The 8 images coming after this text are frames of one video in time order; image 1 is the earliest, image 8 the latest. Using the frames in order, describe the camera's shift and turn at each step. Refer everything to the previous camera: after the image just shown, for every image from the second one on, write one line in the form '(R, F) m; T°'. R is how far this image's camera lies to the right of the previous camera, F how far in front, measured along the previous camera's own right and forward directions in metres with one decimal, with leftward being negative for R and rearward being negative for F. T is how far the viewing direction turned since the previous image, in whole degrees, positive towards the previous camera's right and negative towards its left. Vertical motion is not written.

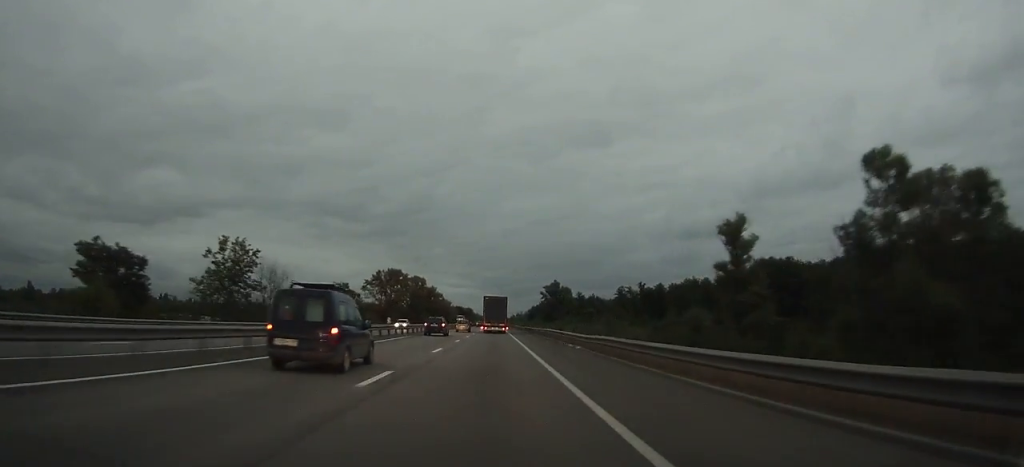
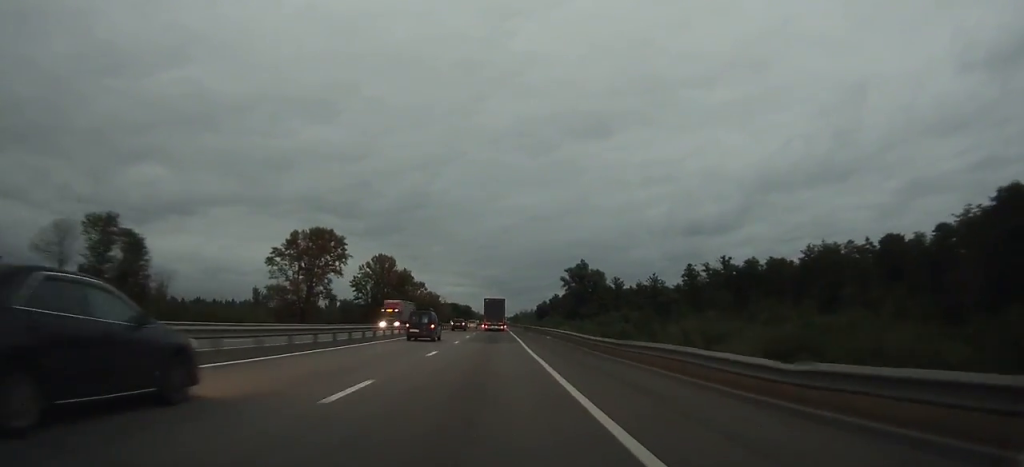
(+0.2, +74.3) m; 0°
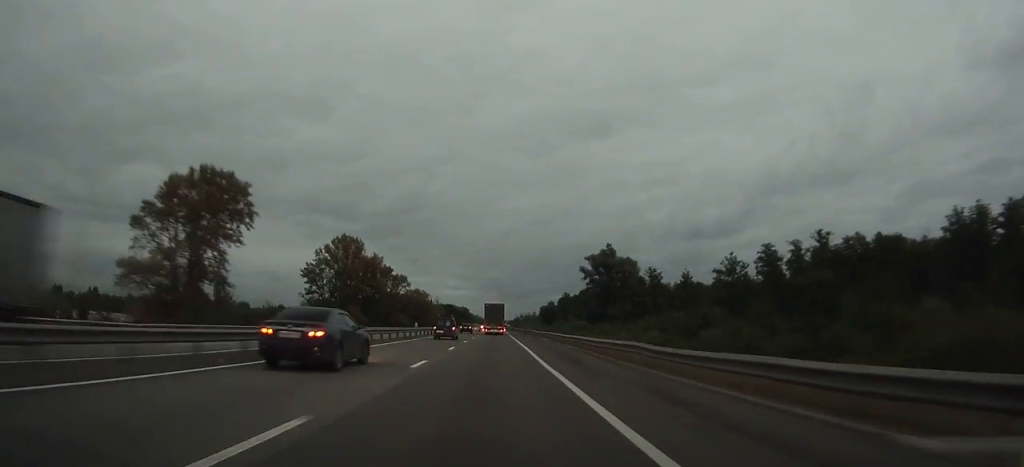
(0.0, +39.6) m; 0°
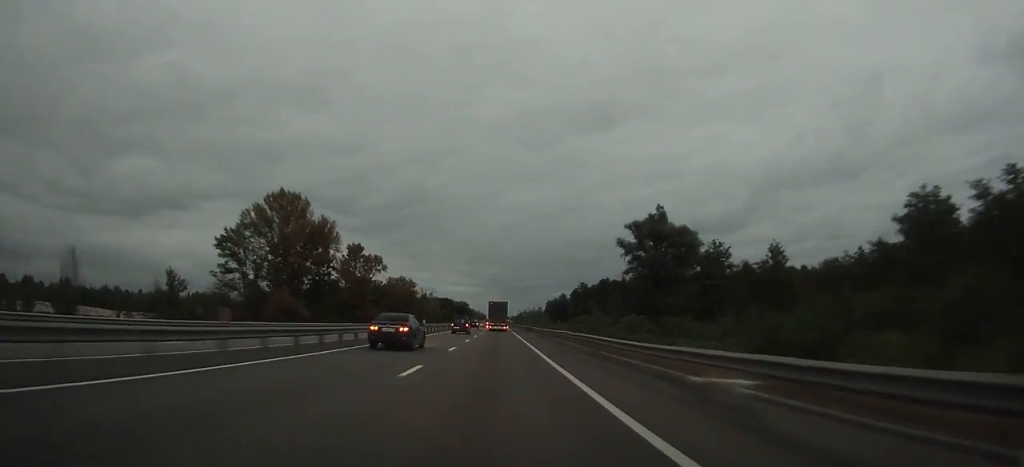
(-0.1, +38.6) m; 0°
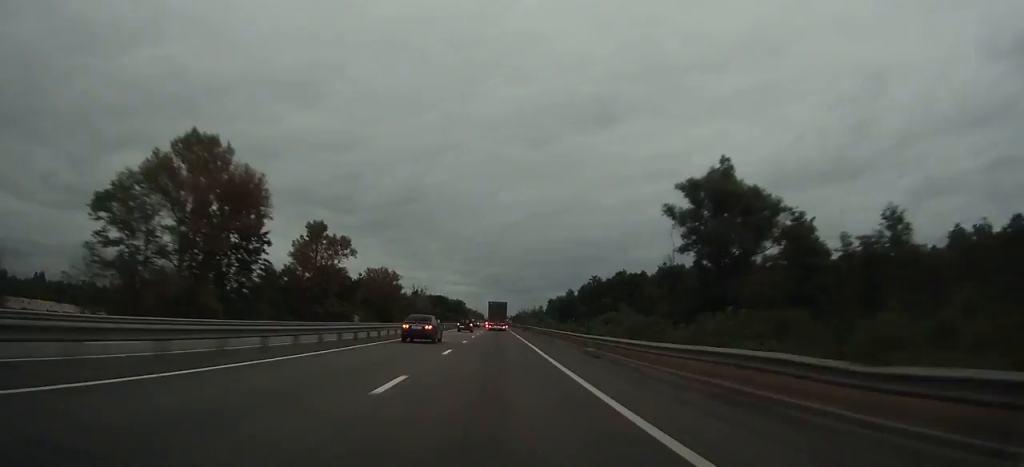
(0.0, +26.9) m; 0°
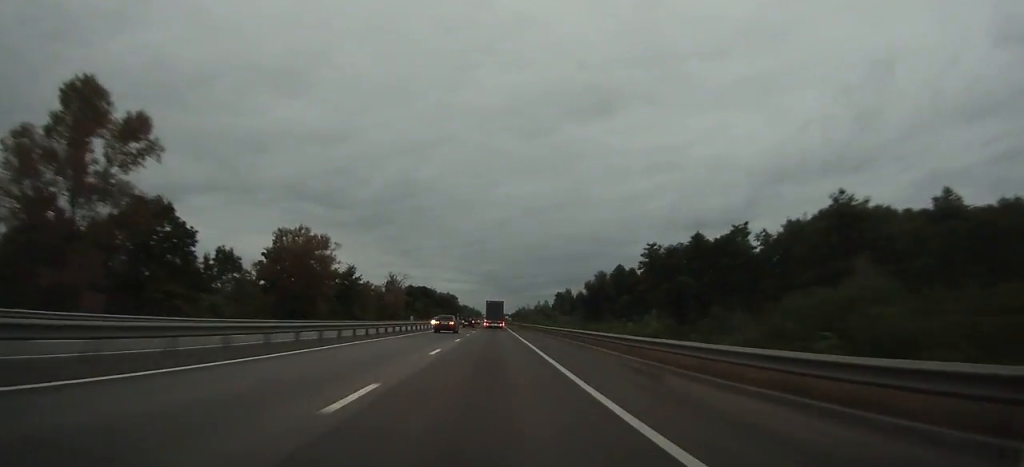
(+0.1, +62.1) m; 0°
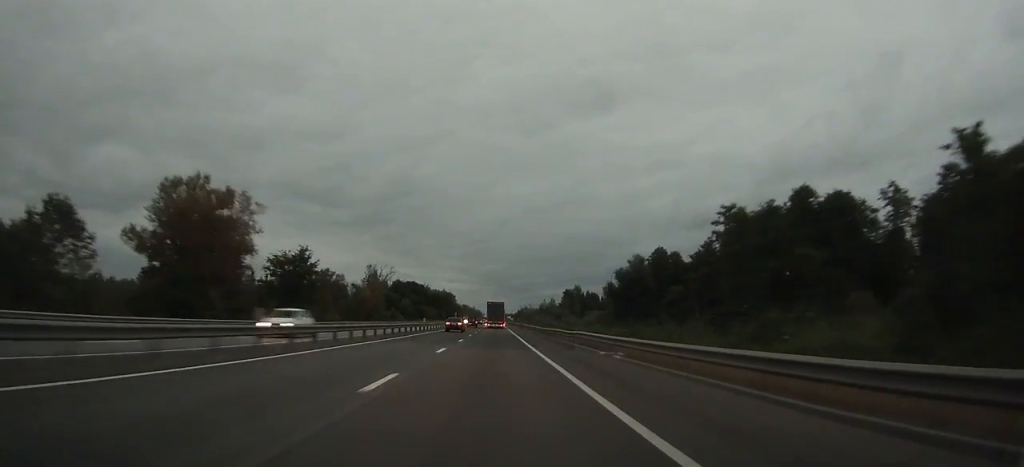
(+0.1, +33.6) m; 0°
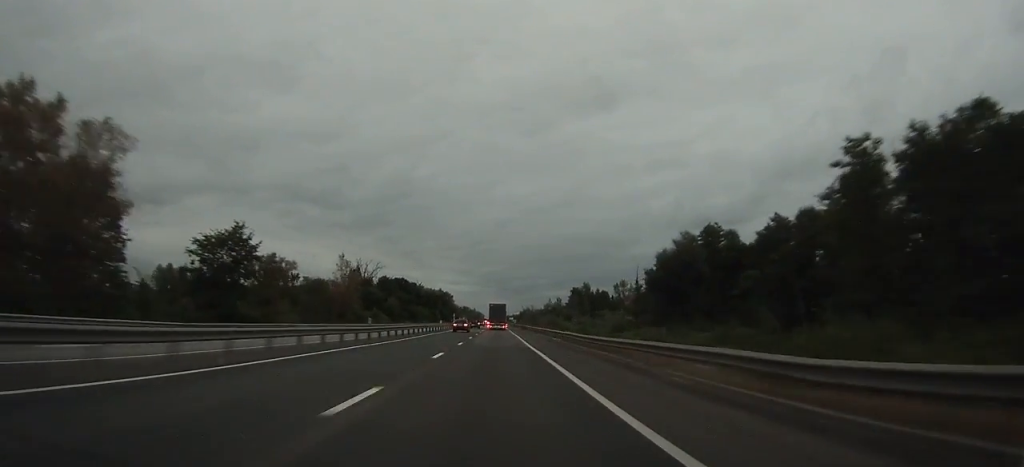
(0.0, +26.1) m; 0°
